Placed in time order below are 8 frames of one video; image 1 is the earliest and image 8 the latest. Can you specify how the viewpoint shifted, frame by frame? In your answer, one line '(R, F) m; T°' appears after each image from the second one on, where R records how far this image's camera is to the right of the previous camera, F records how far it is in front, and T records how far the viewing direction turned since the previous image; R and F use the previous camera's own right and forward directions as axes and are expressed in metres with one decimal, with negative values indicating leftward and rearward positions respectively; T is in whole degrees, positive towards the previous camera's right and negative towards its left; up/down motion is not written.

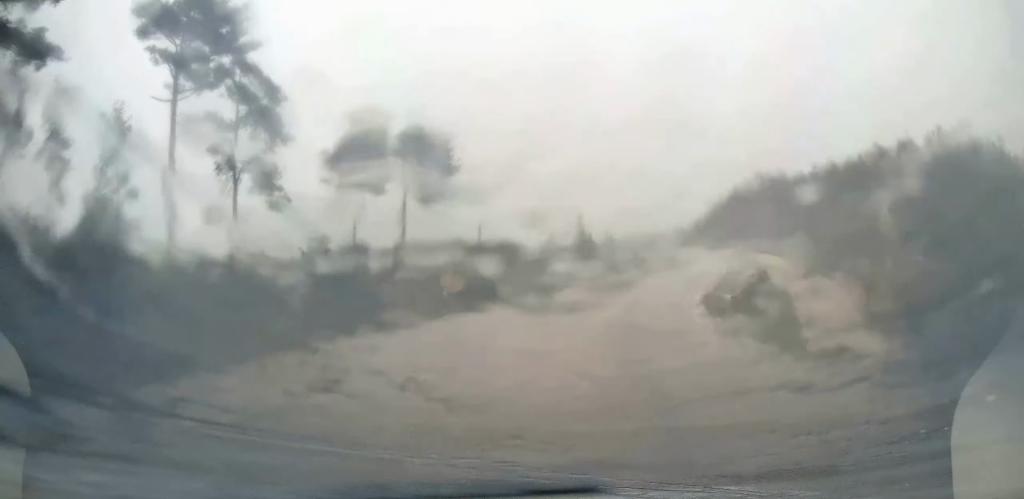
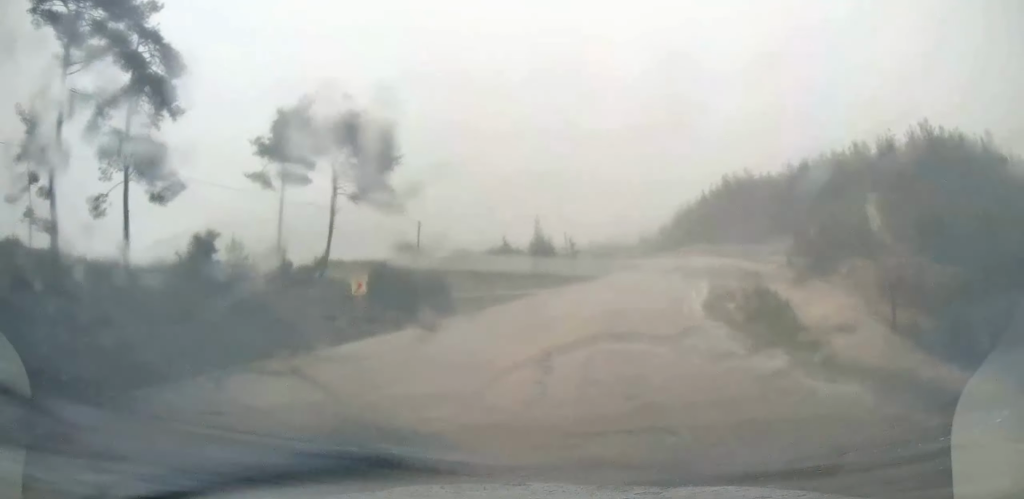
(+0.2, +8.4) m; +3°
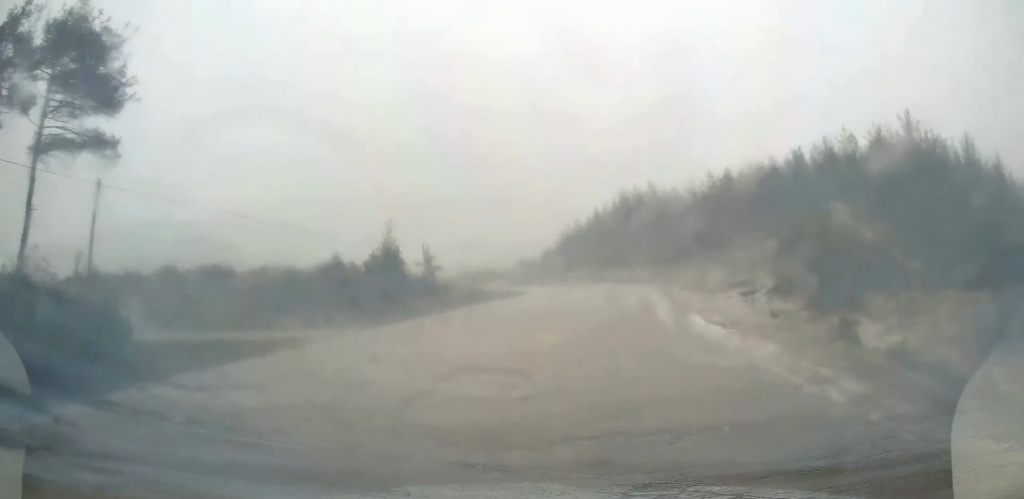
(+2.1, +25.3) m; +9°
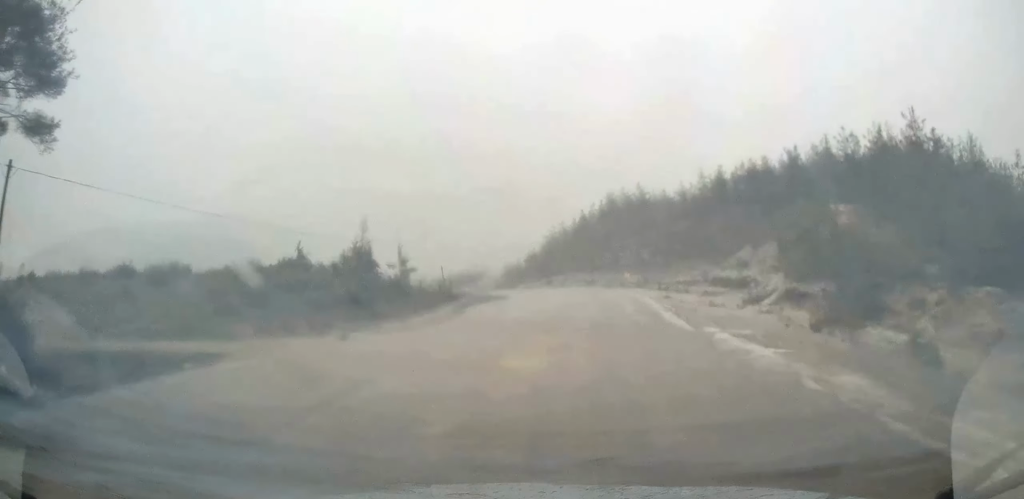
(0.0, +4.5) m; +2°
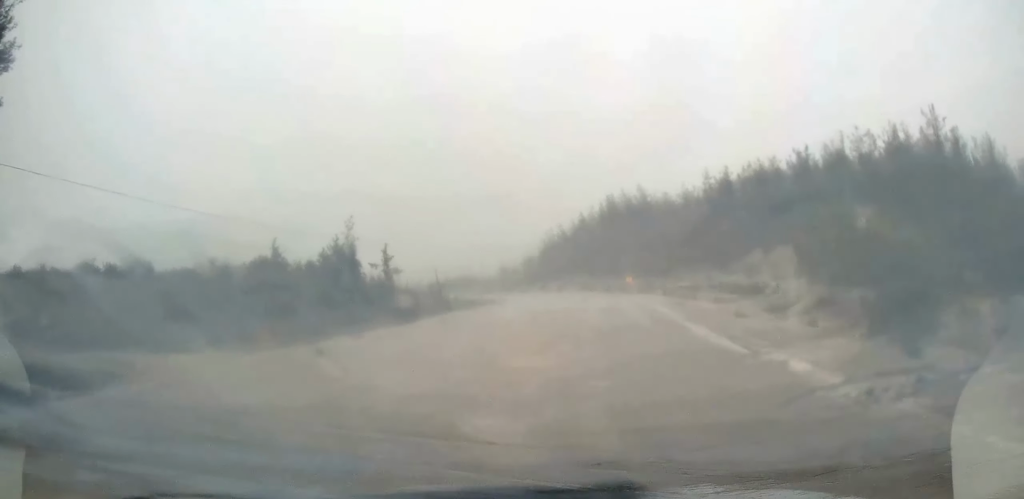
(+0.1, +4.7) m; +1°
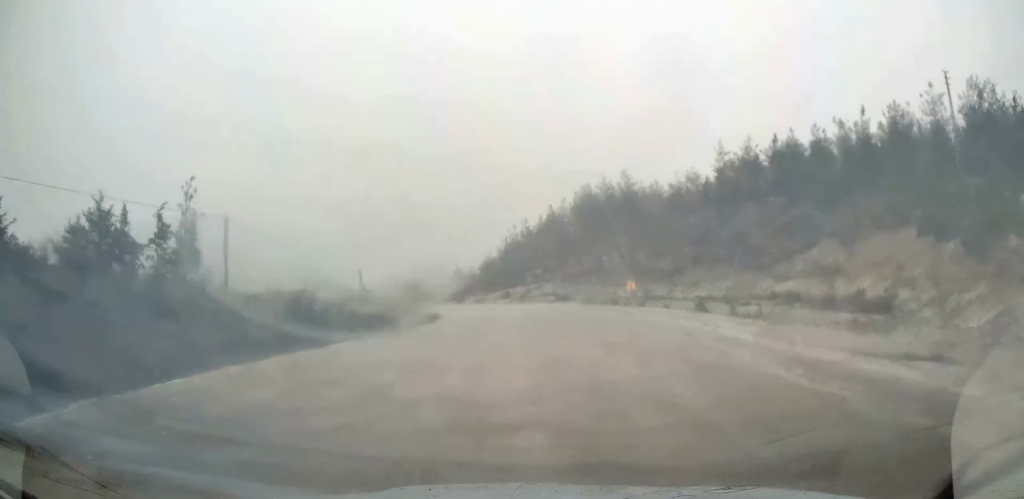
(+0.9, +26.7) m; +3°
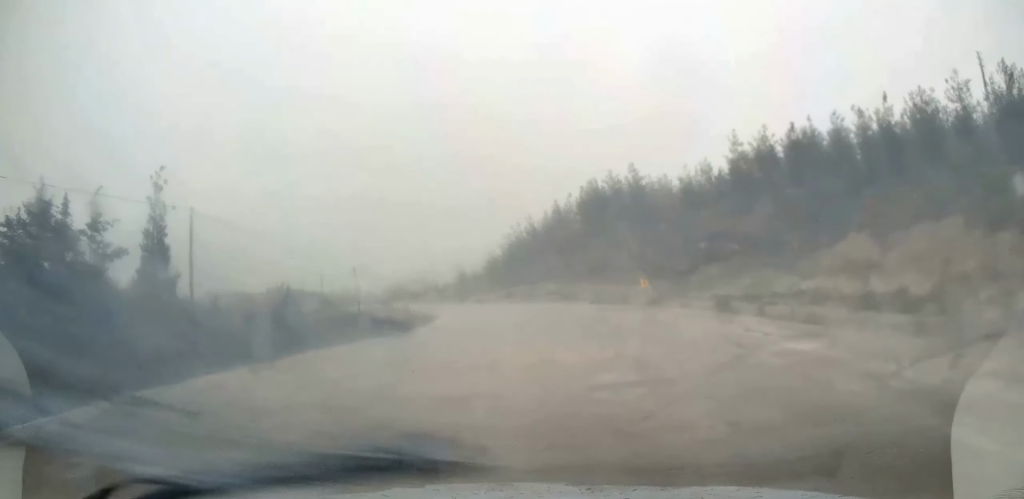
(0.0, +4.3) m; 0°
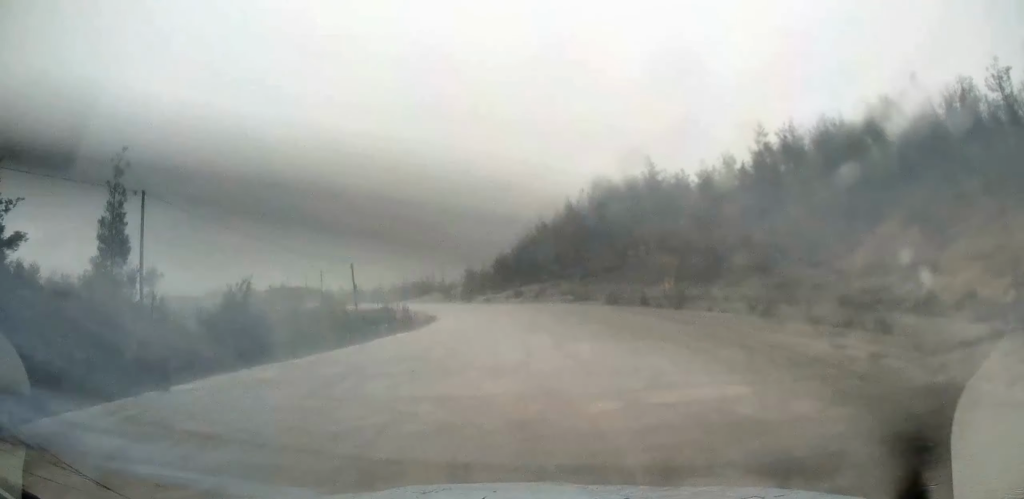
(-0.1, +5.3) m; 0°
